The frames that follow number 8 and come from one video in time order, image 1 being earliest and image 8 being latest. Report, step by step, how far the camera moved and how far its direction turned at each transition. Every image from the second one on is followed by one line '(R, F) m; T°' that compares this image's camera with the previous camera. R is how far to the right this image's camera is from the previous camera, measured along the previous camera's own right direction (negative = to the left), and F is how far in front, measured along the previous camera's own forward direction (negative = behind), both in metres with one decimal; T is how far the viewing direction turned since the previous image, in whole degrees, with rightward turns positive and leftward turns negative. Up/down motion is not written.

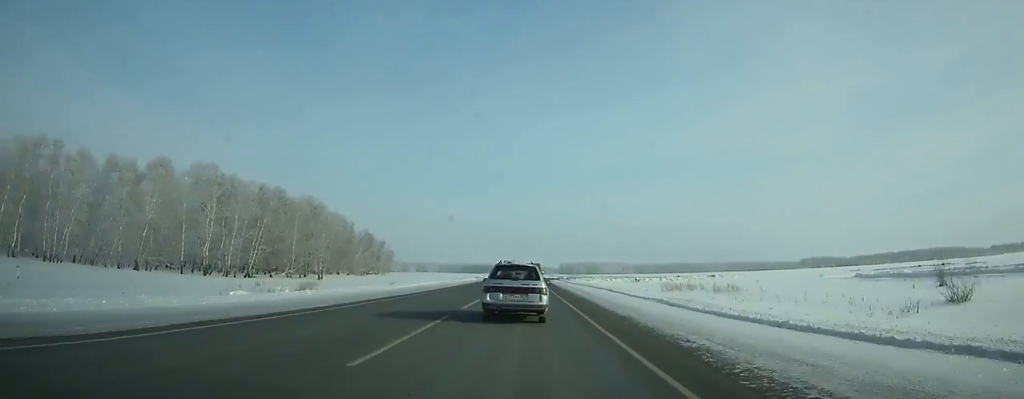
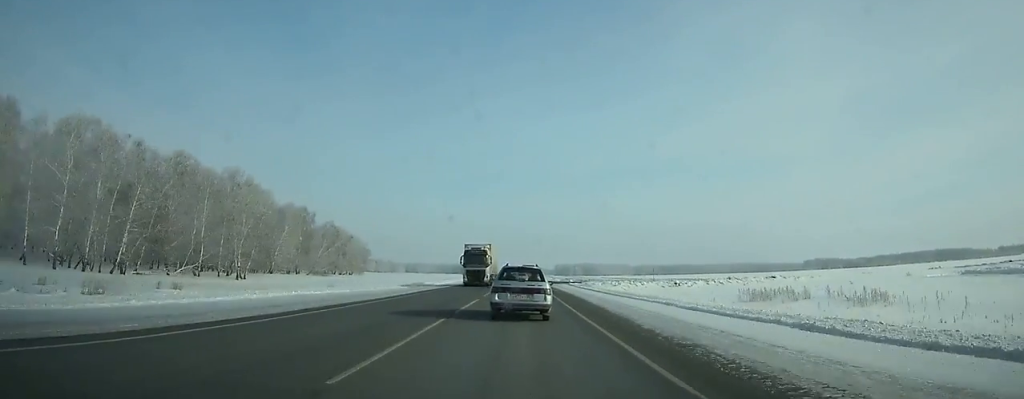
(0.0, +38.4) m; 0°
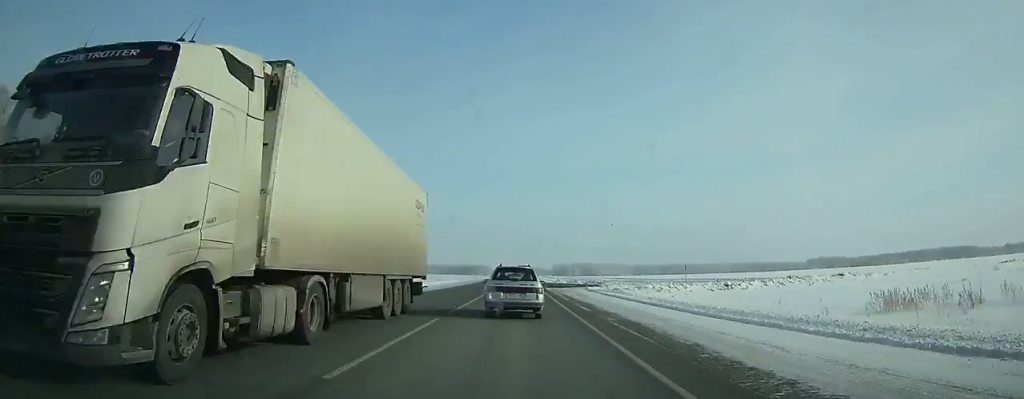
(0.0, +24.3) m; 0°
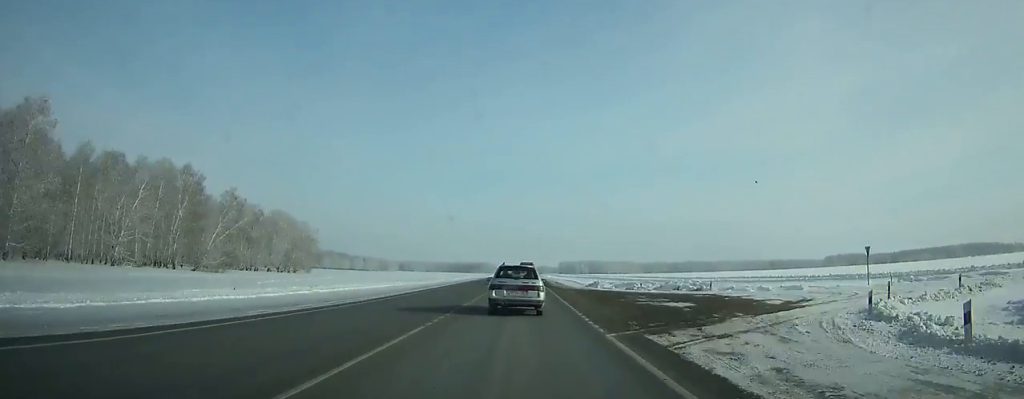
(+0.1, +46.5) m; 0°
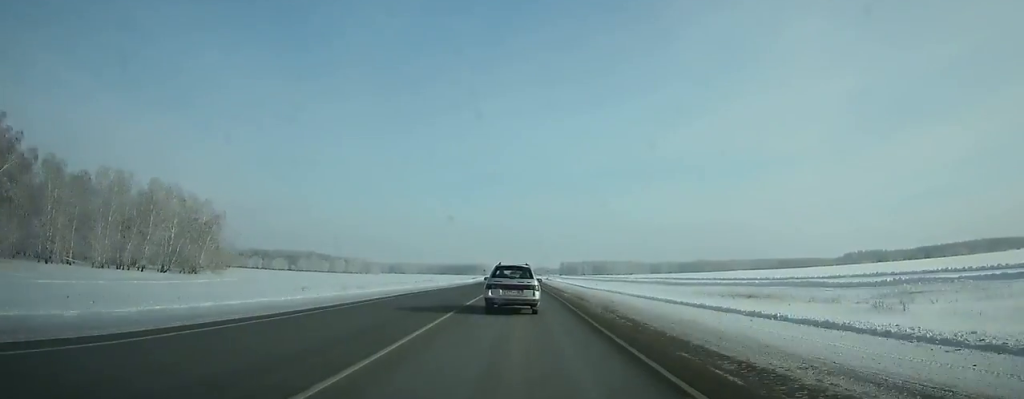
(0.0, +65.4) m; 0°
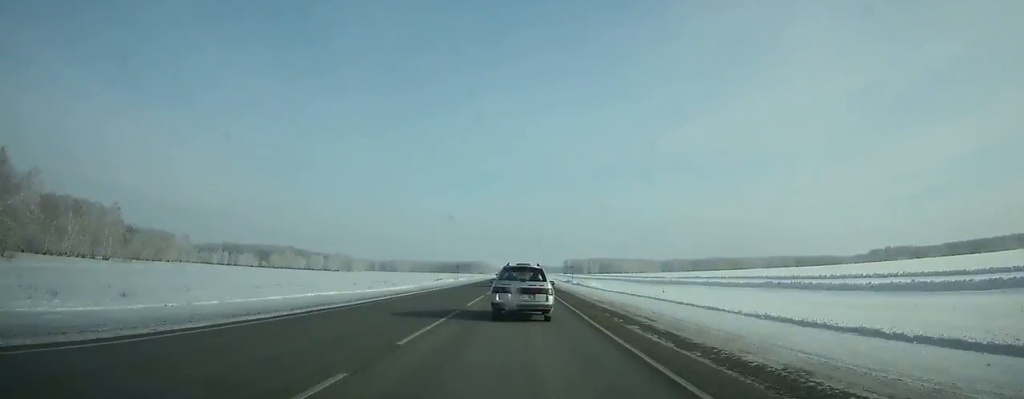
(-0.3, +70.7) m; 0°
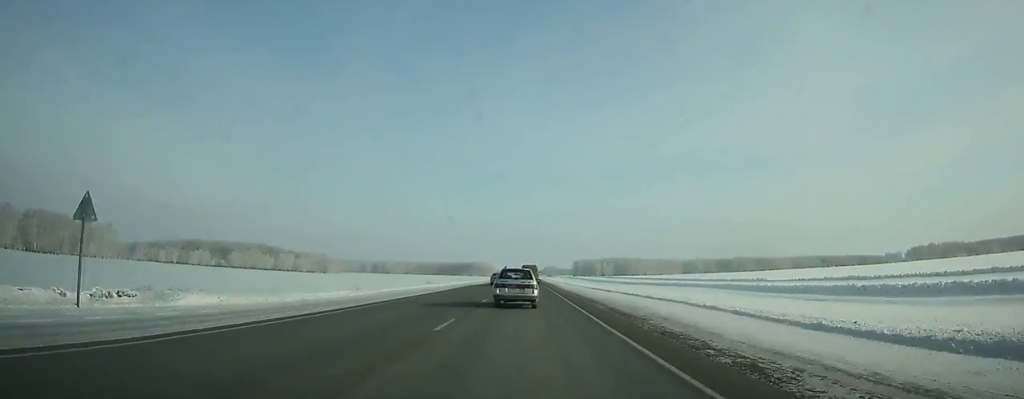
(0.0, +90.1) m; 0°
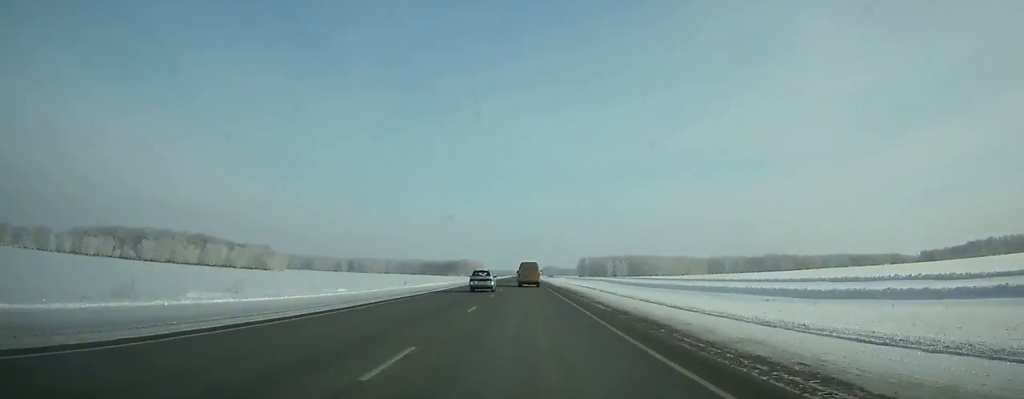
(+0.4, +117.0) m; 0°
